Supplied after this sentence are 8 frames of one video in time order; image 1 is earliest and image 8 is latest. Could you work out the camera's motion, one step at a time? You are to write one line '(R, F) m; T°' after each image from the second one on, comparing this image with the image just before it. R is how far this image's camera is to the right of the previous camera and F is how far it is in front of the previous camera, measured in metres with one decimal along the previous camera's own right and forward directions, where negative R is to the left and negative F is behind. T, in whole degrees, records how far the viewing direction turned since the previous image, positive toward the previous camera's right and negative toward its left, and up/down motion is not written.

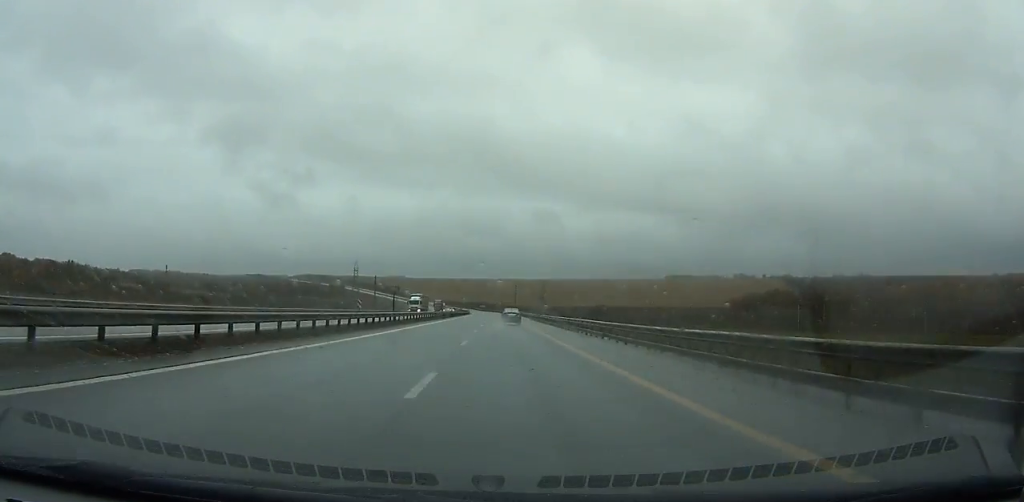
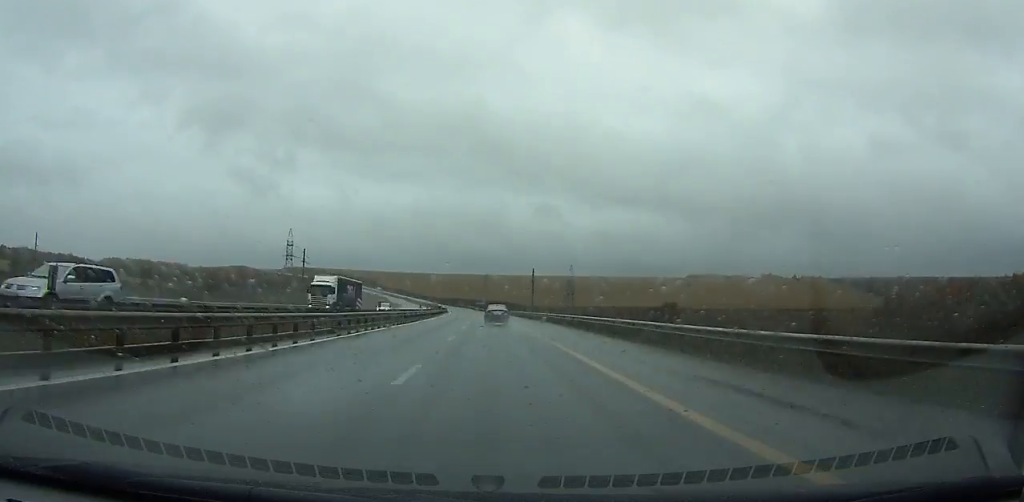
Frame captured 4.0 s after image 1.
(+0.5, +118.3) m; 0°
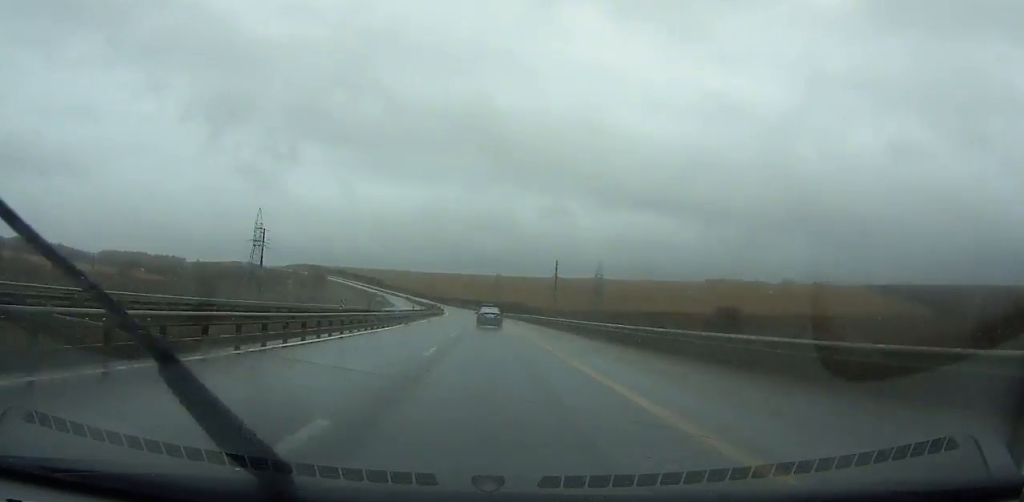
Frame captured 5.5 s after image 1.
(+0.1, +43.4) m; -1°
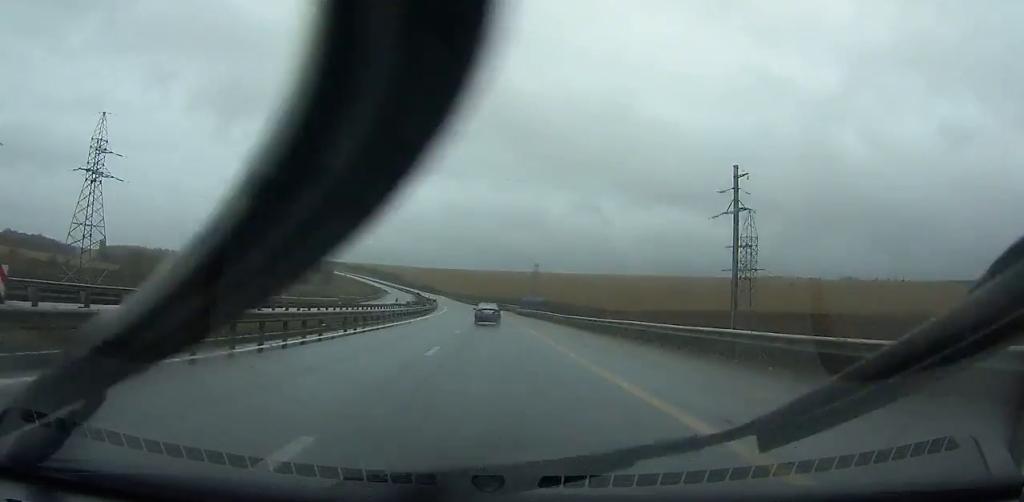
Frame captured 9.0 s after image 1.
(-2.3, +99.4) m; -3°
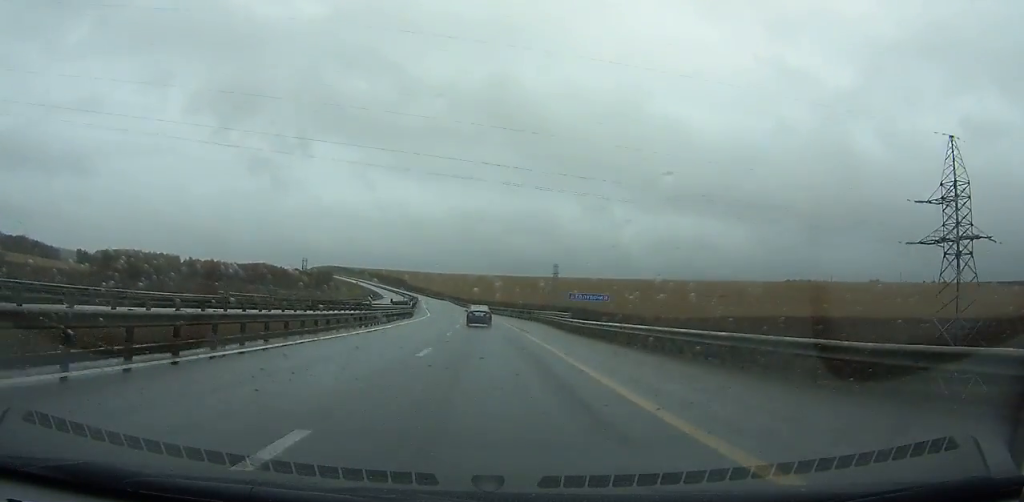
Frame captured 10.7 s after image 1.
(-1.1, +47.5) m; -2°
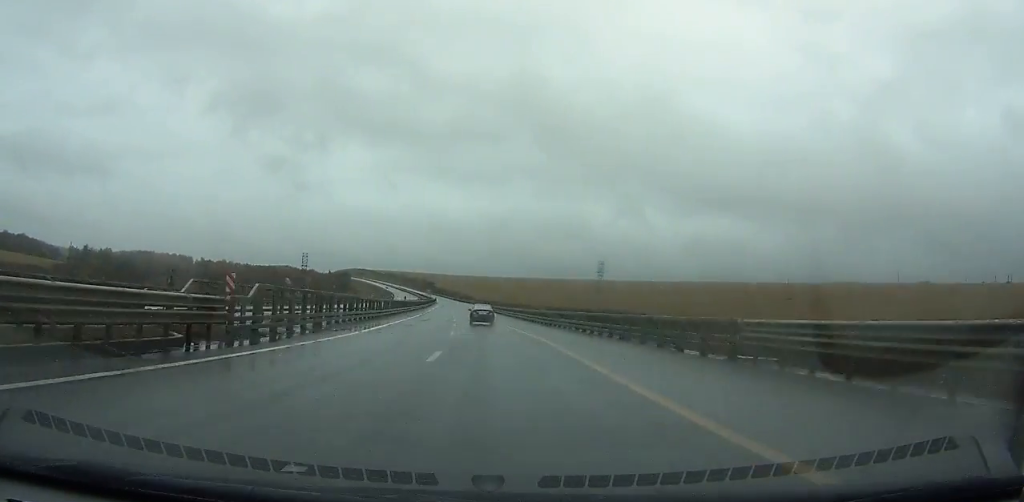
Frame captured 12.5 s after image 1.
(-0.4, +50.3) m; -2°
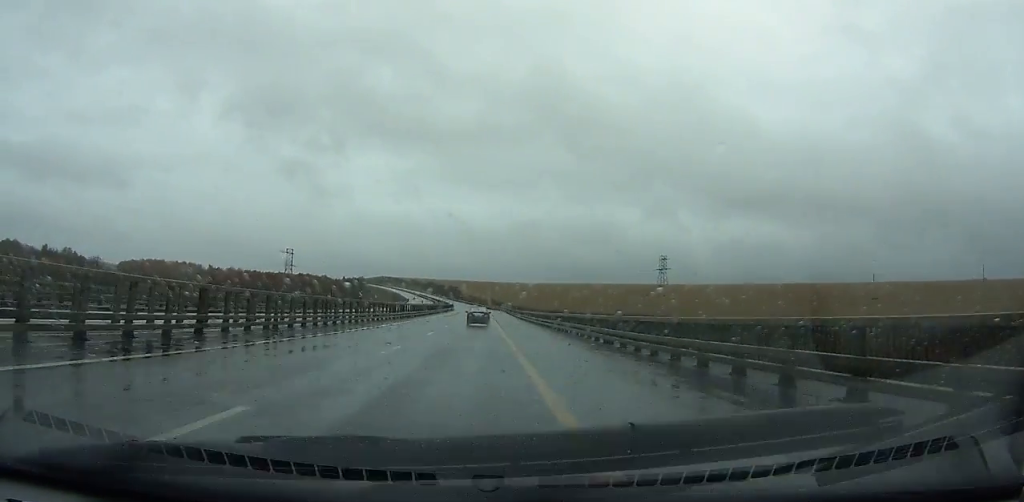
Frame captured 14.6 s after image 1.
(-1.7, +58.7) m; -3°
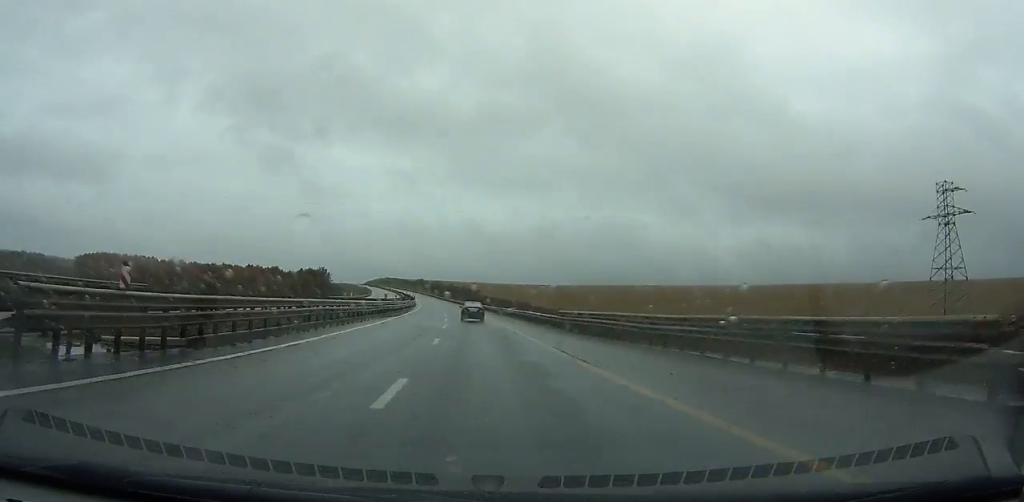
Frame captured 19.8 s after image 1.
(-6.7, +147.8) m; -5°
